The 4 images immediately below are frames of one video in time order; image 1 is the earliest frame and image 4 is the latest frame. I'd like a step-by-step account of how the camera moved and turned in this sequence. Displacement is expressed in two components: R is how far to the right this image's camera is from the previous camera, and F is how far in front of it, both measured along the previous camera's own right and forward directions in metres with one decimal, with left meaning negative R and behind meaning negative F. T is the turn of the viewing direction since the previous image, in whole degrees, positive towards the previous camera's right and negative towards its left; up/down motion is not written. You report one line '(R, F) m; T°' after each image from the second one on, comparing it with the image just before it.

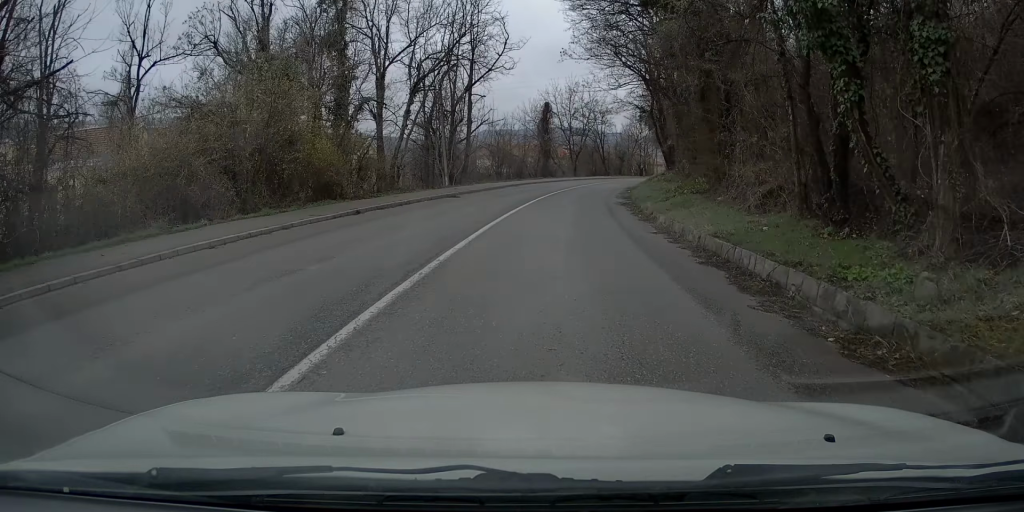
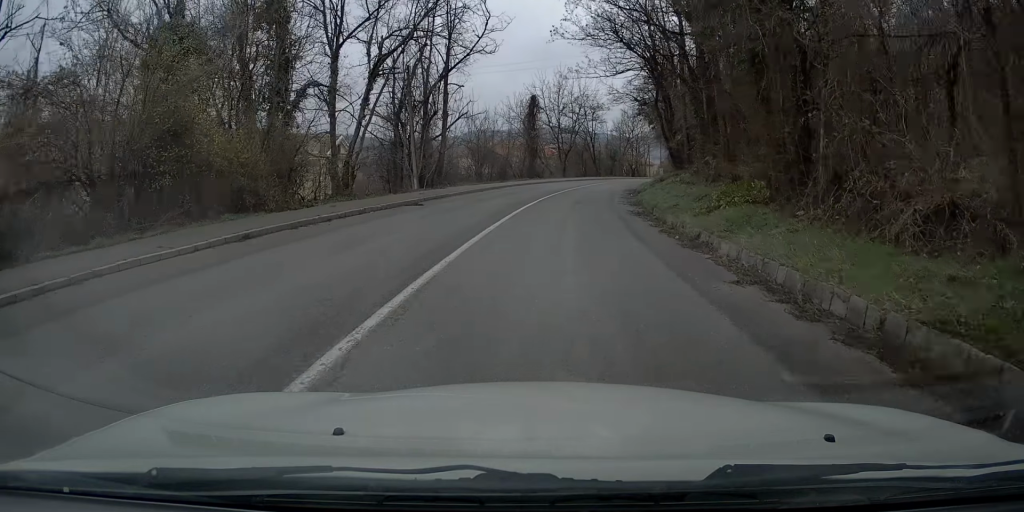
(+0.1, +6.6) m; +1°
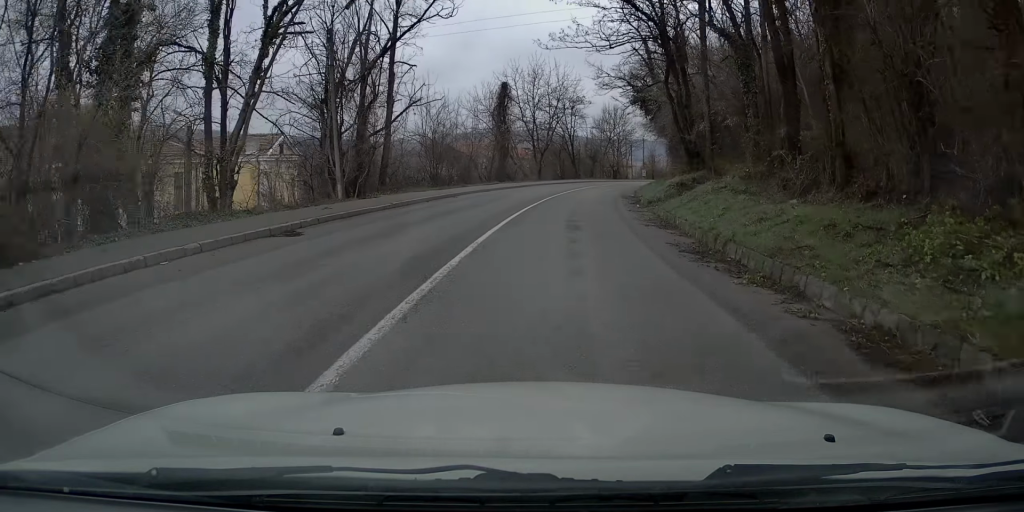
(+0.1, +9.9) m; +1°
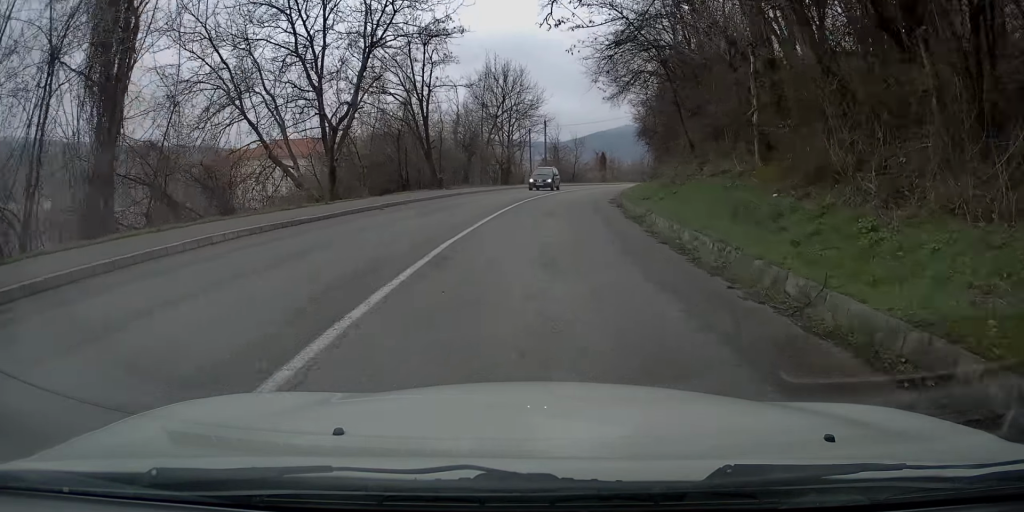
(+3.5, +39.3) m; +12°
